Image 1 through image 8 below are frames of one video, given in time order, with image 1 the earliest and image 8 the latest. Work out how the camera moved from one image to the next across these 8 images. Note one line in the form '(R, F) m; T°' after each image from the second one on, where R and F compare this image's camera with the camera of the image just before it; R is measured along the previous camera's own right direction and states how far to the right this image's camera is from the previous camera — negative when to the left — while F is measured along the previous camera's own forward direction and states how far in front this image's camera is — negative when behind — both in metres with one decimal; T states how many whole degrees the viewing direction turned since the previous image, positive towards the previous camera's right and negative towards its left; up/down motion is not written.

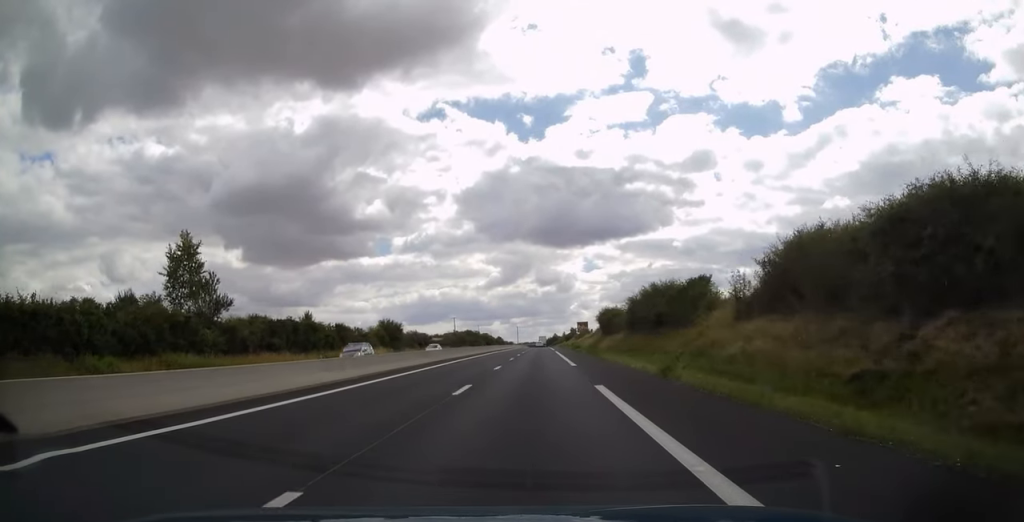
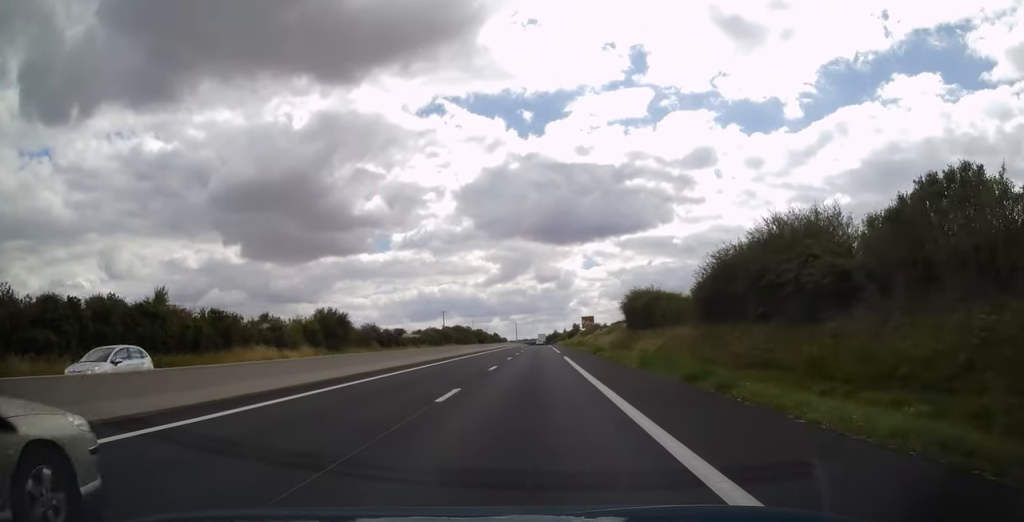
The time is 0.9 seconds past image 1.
(+0.1, +27.8) m; 0°
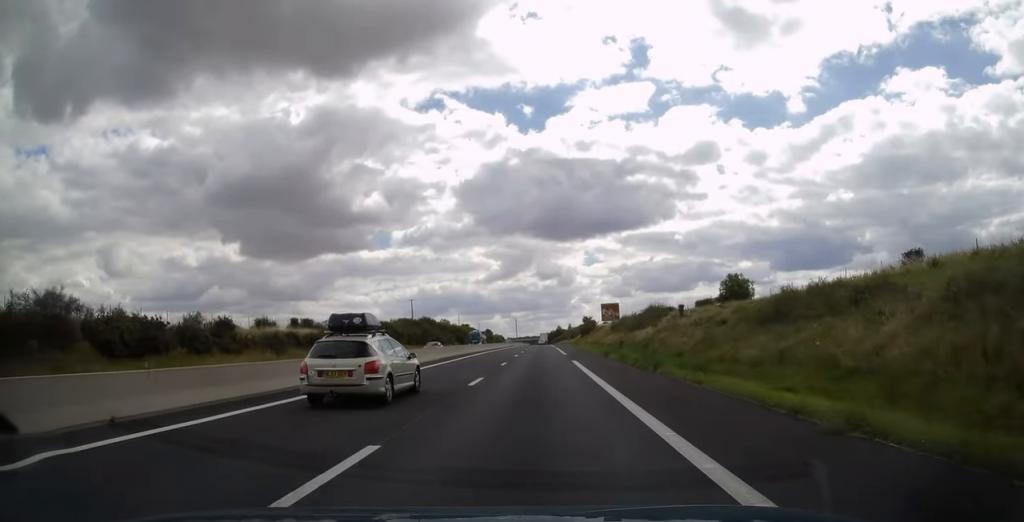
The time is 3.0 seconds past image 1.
(-0.1, +59.5) m; 0°
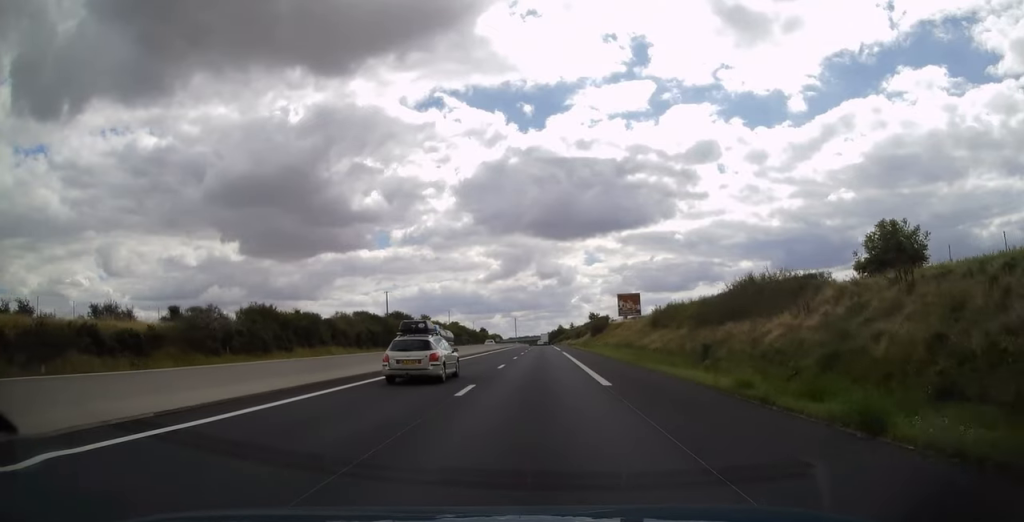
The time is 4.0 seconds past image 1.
(0.0, +28.8) m; 0°
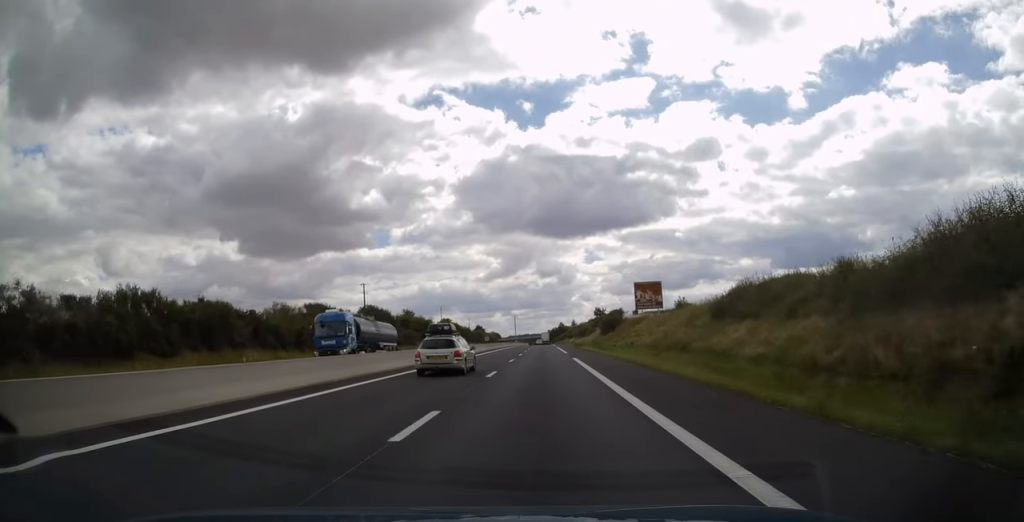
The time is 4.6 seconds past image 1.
(0.0, +19.0) m; 0°
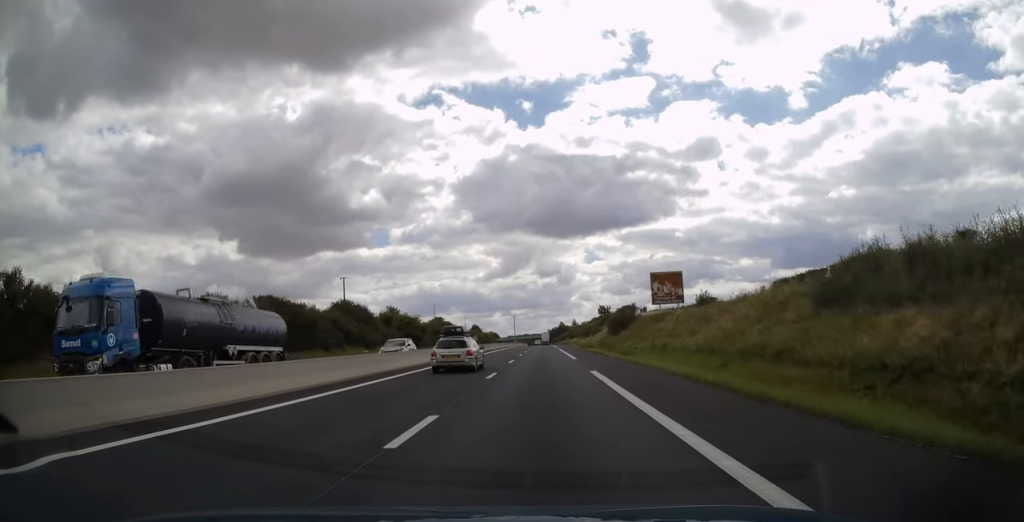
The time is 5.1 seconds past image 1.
(0.0, +13.2) m; 0°
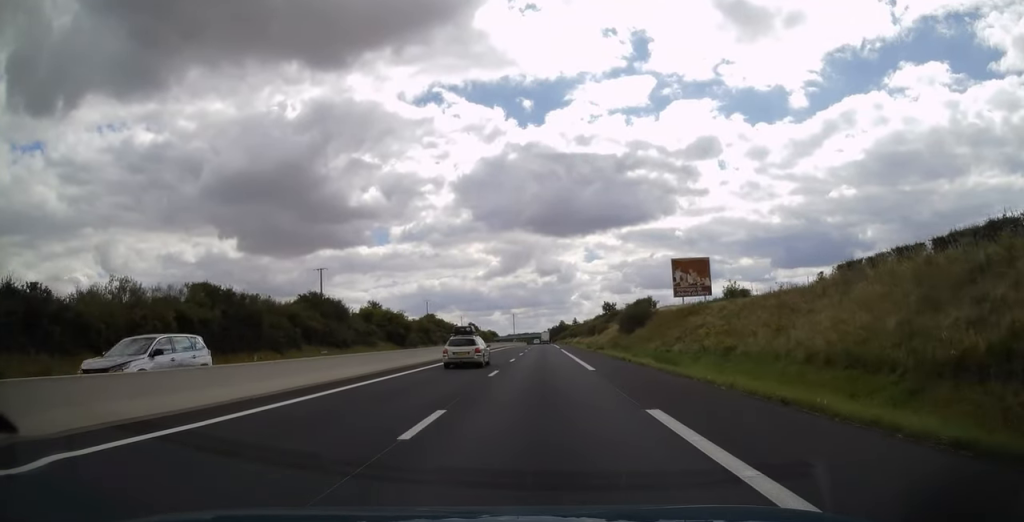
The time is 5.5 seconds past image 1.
(0.0, +12.2) m; 0°
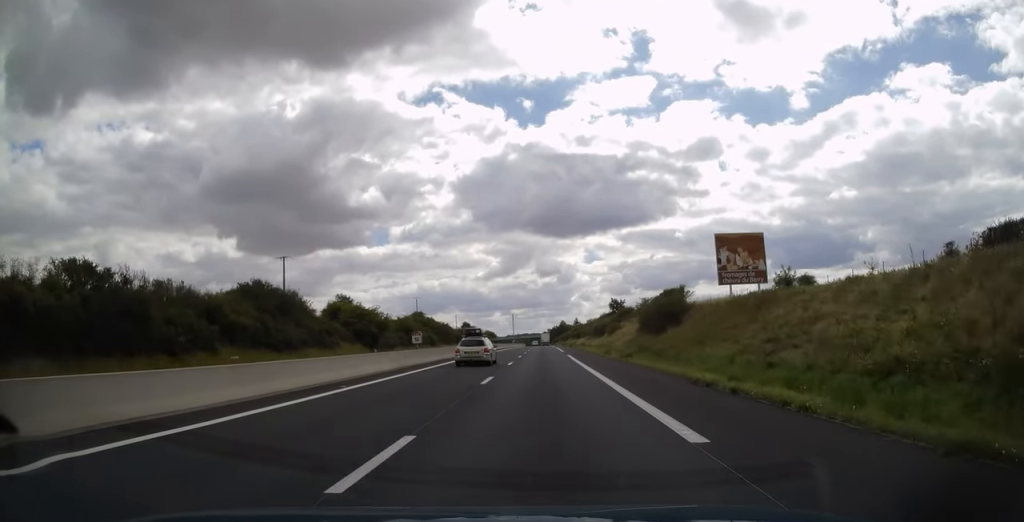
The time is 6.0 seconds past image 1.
(0.0, +15.6) m; 0°
